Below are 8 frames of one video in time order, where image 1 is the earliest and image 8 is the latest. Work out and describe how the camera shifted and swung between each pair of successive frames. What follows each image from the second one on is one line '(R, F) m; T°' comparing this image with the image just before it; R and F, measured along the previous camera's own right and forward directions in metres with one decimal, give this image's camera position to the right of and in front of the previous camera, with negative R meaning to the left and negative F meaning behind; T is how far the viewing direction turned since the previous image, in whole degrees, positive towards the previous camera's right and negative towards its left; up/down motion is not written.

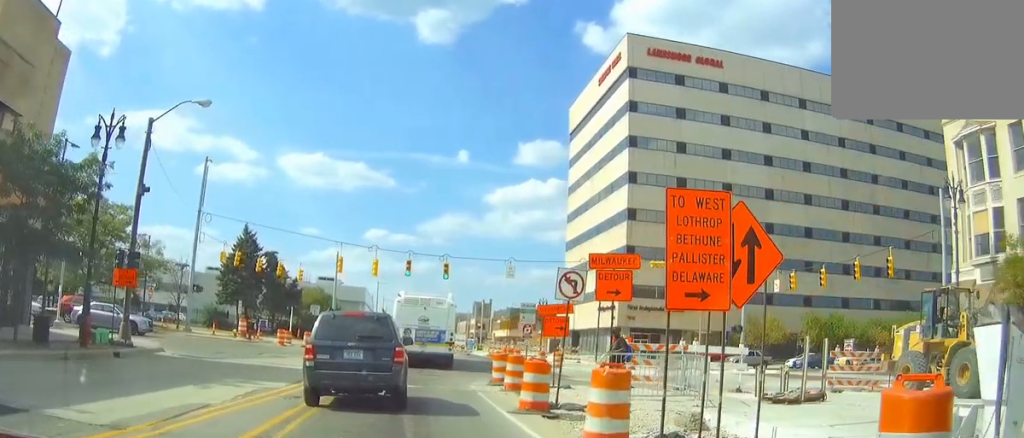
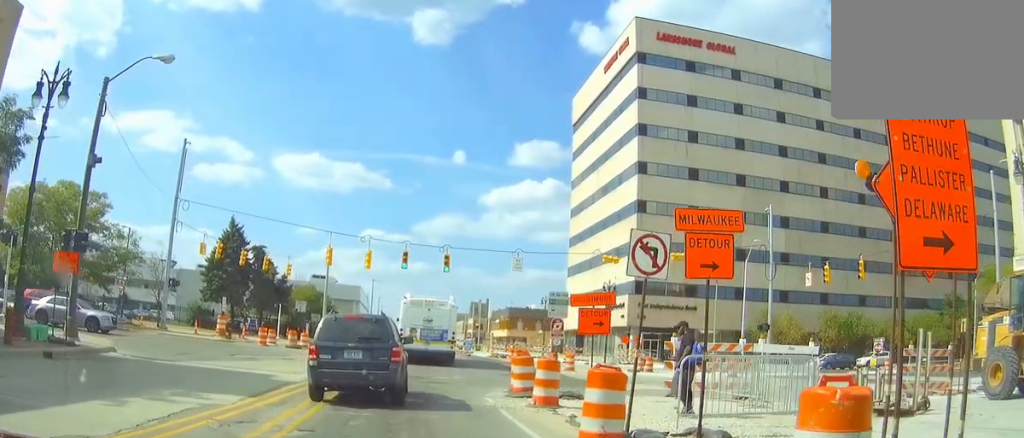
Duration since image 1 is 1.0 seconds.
(0.0, +4.8) m; 0°
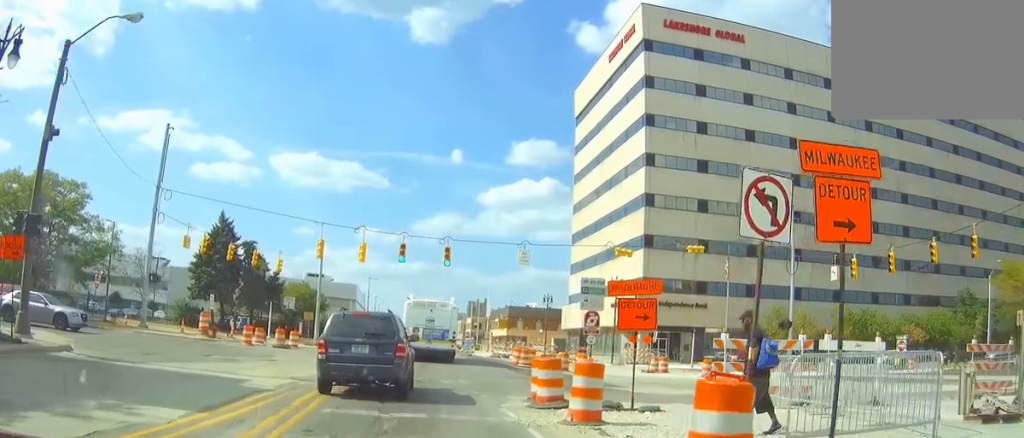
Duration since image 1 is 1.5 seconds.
(0.0, +3.1) m; 0°
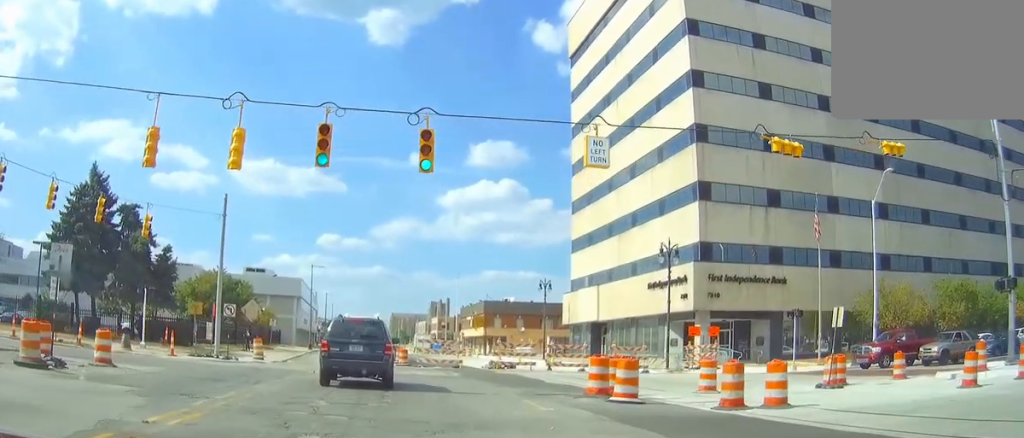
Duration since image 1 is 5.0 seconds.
(0.0, +23.1) m; 0°
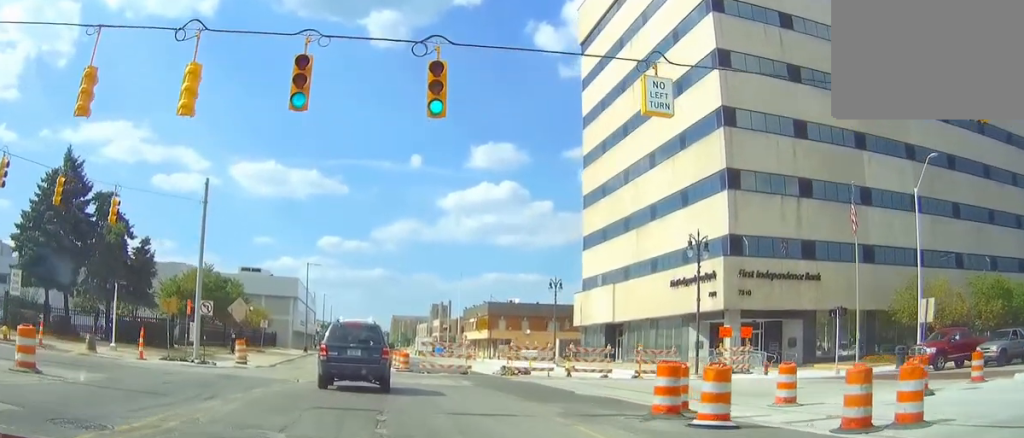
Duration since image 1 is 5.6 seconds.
(0.0, +4.4) m; 0°
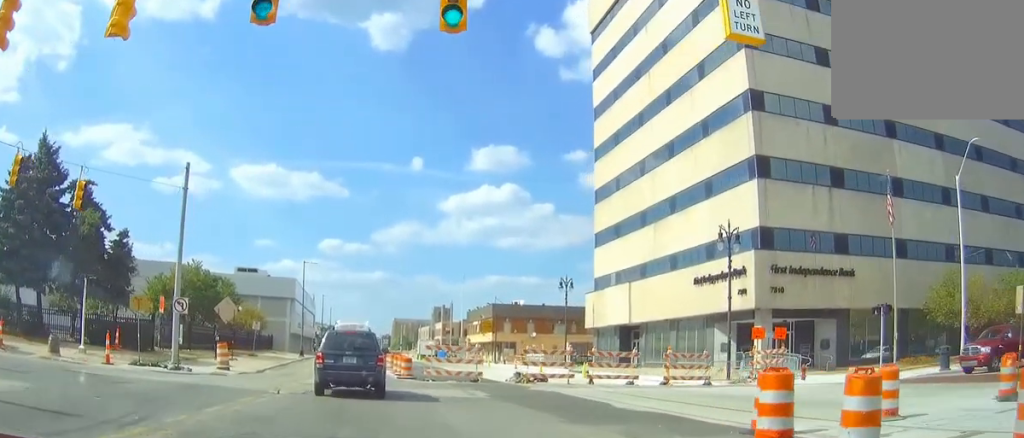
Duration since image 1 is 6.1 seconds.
(0.0, +4.0) m; 0°
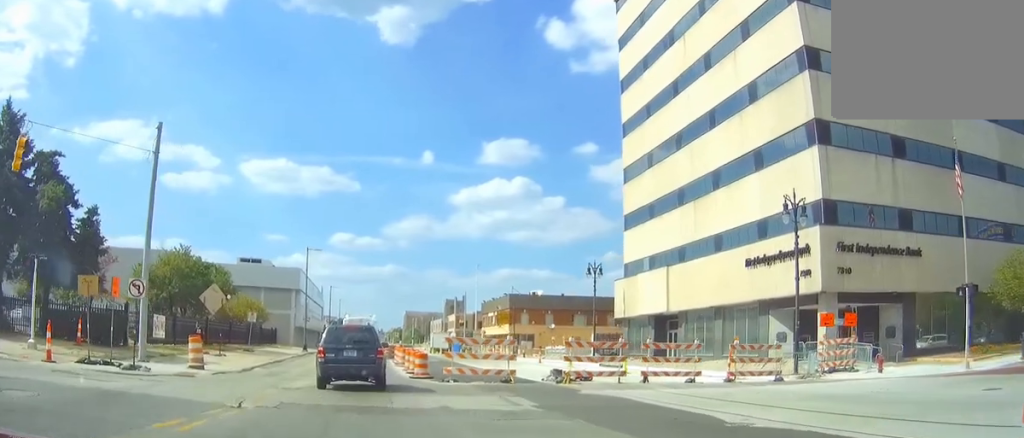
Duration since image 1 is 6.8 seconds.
(0.0, +6.0) m; 0°
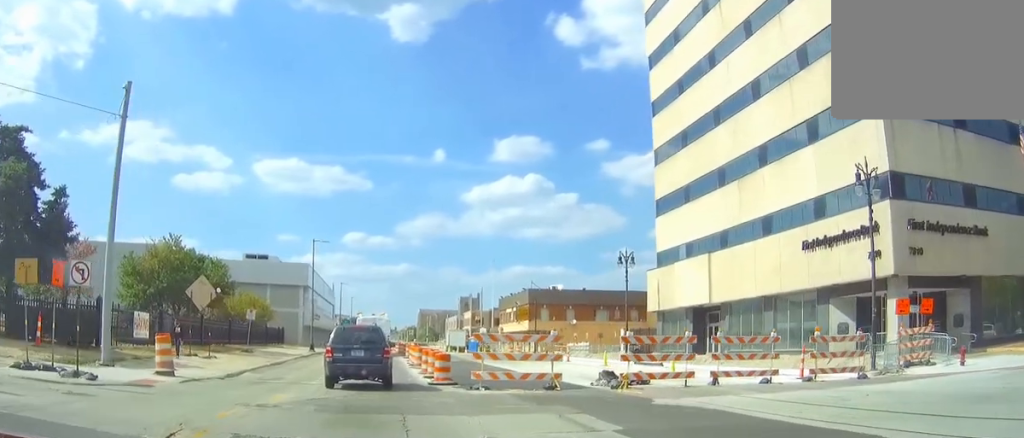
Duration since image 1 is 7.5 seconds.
(0.0, +5.3) m; 0°
